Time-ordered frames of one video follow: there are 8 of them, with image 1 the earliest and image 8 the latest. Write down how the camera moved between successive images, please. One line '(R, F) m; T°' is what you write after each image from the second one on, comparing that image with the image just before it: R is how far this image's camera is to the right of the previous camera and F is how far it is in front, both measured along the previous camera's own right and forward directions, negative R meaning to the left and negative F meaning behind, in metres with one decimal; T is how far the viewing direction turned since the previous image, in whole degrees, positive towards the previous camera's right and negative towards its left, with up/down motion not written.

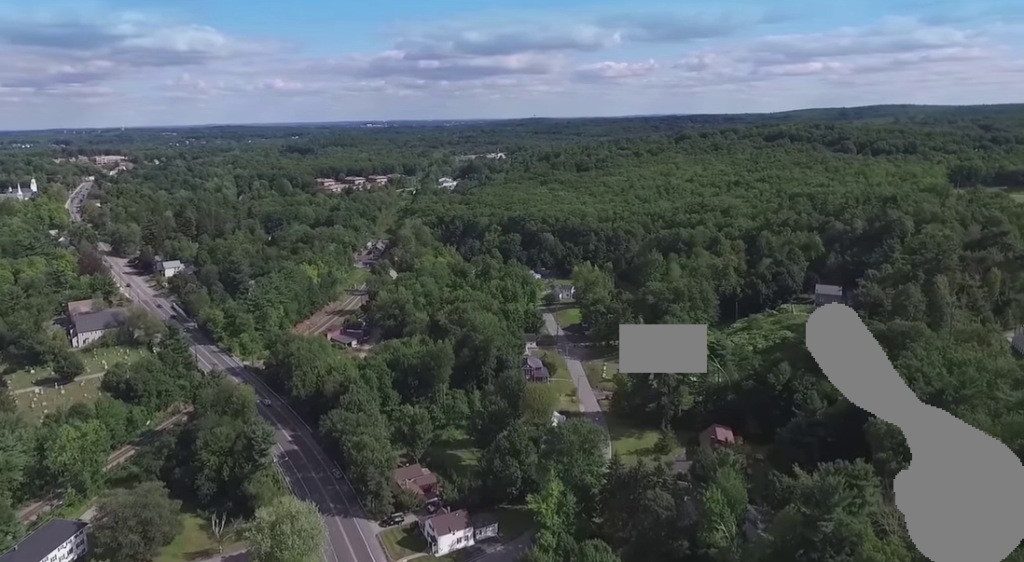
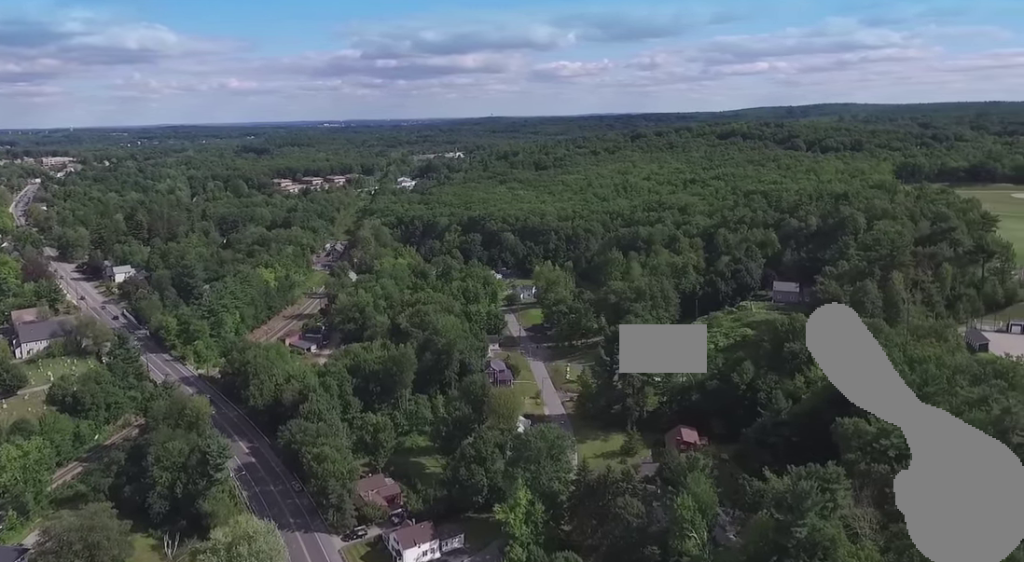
(+0.1, +5.5) m; +2°
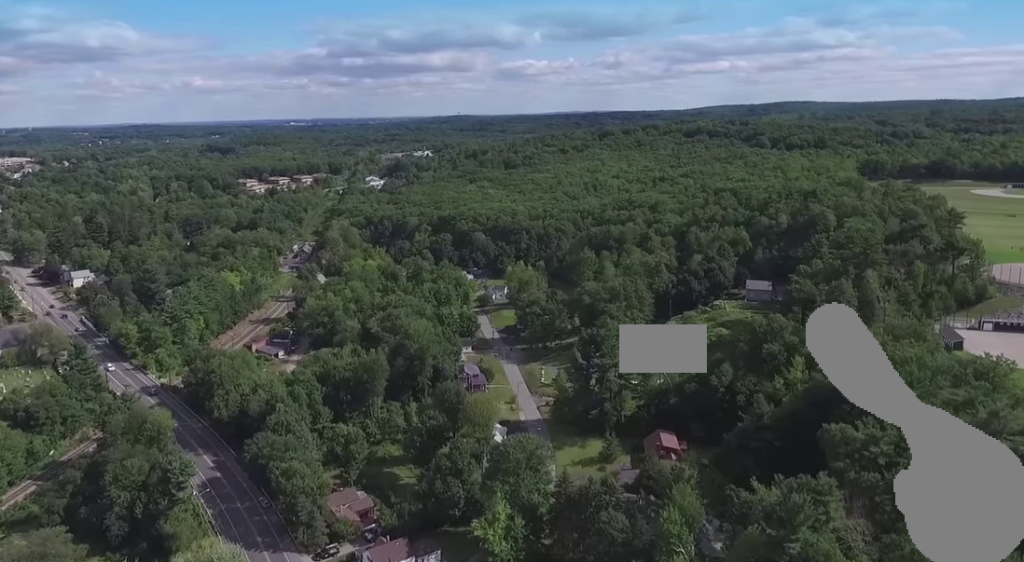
(+0.2, +7.3) m; +3°
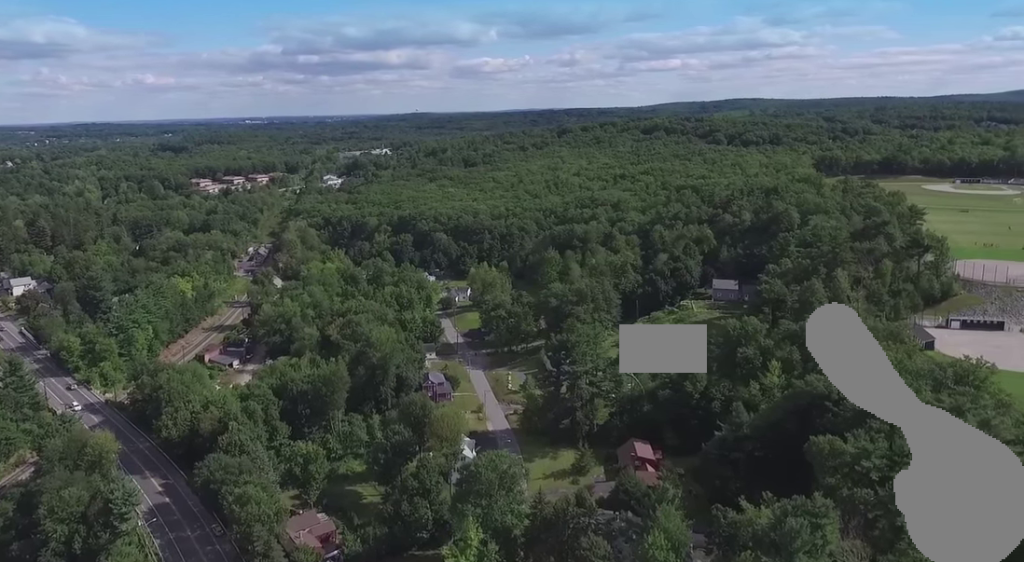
(+0.4, +11.1) m; +5°
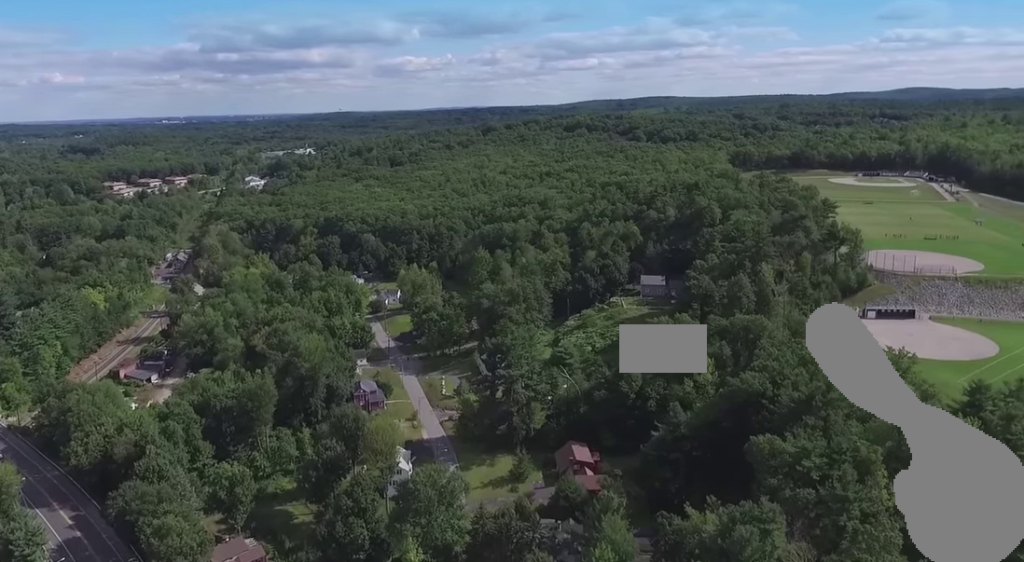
(+0.3, +7.2) m; +5°
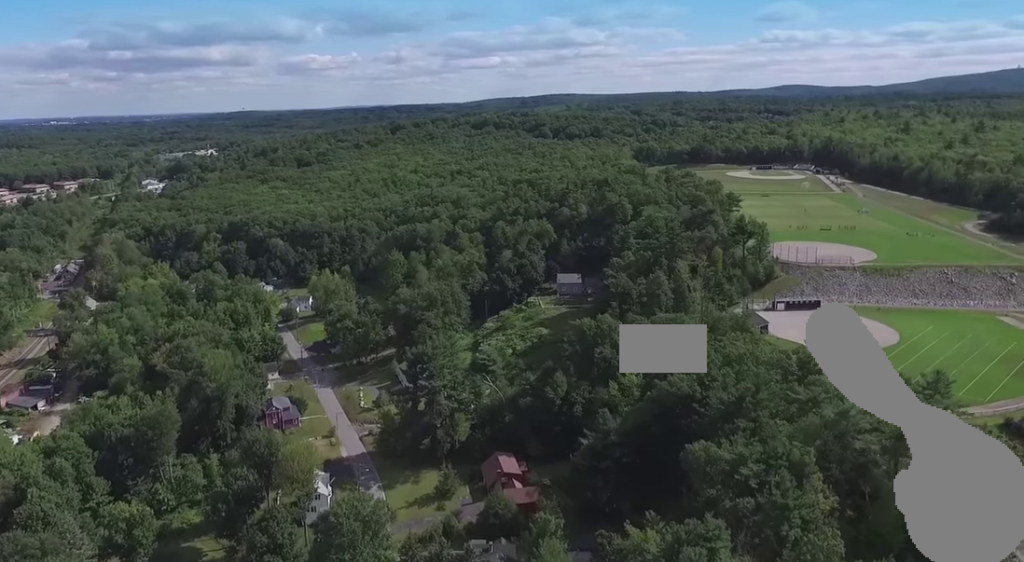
(+0.6, +10.9) m; +7°
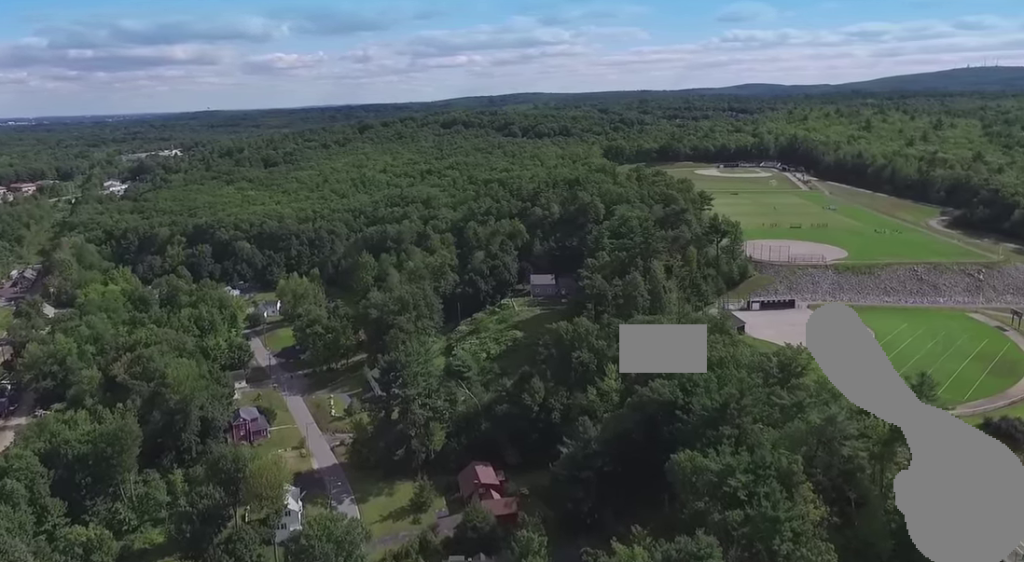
(+0.2, +5.9) m; +3°
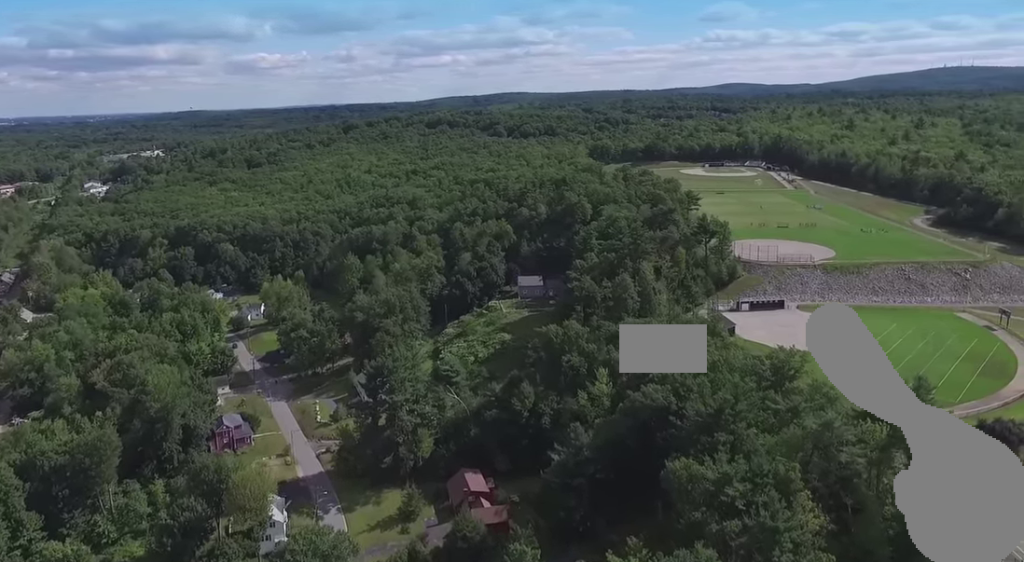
(+0.1, +3.5) m; +1°
